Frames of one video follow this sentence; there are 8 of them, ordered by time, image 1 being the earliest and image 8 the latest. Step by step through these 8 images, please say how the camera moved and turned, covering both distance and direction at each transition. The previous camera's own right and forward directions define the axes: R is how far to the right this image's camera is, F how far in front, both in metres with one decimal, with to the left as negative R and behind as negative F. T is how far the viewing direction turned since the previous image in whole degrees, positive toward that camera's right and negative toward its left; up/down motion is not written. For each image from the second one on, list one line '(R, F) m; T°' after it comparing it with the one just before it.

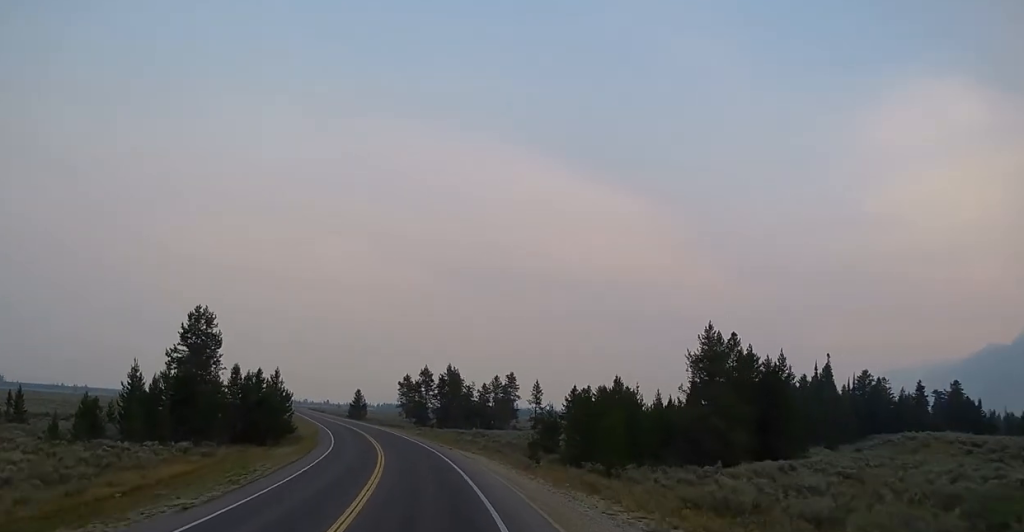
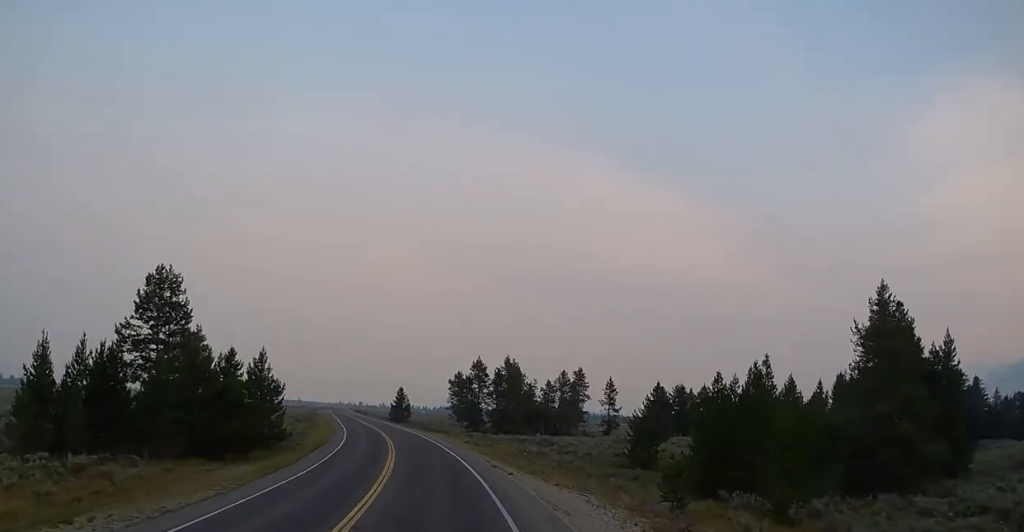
(-0.9, +19.8) m; -5°
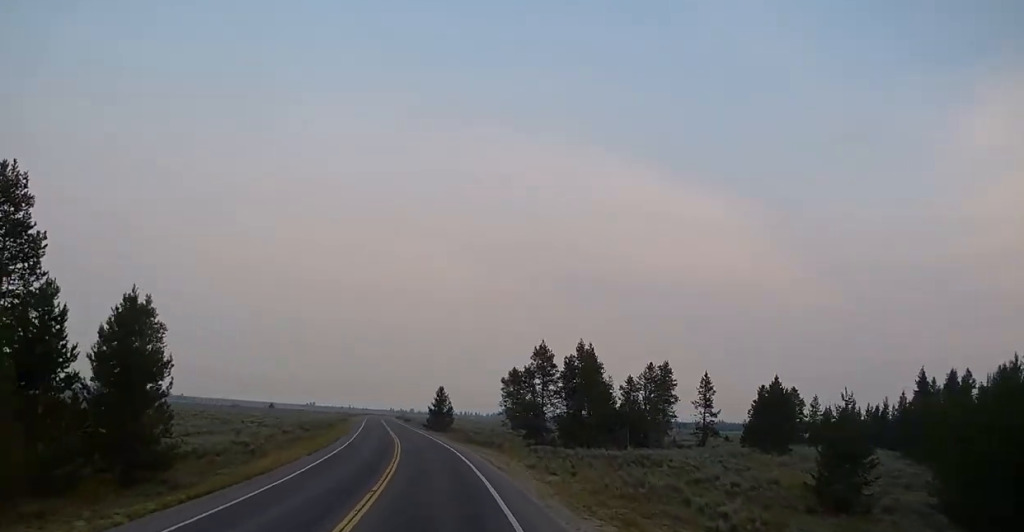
(-1.1, +25.4) m; -4°
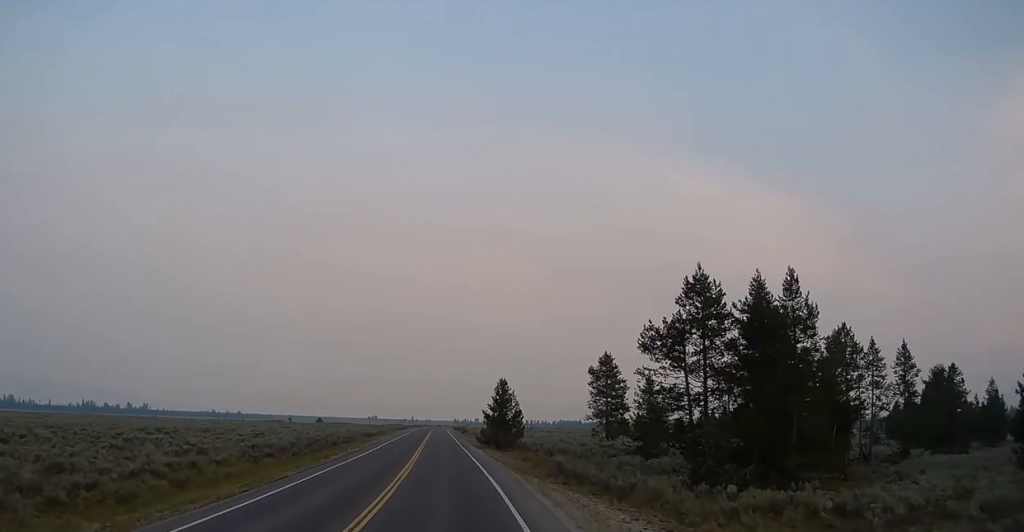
(-1.4, +33.1) m; -5°
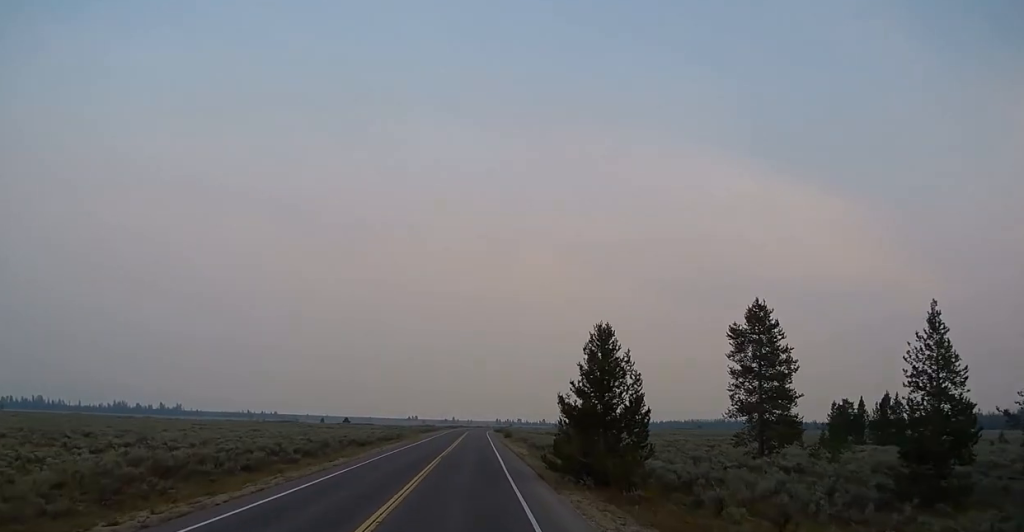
(-1.2, +33.1) m; -2°
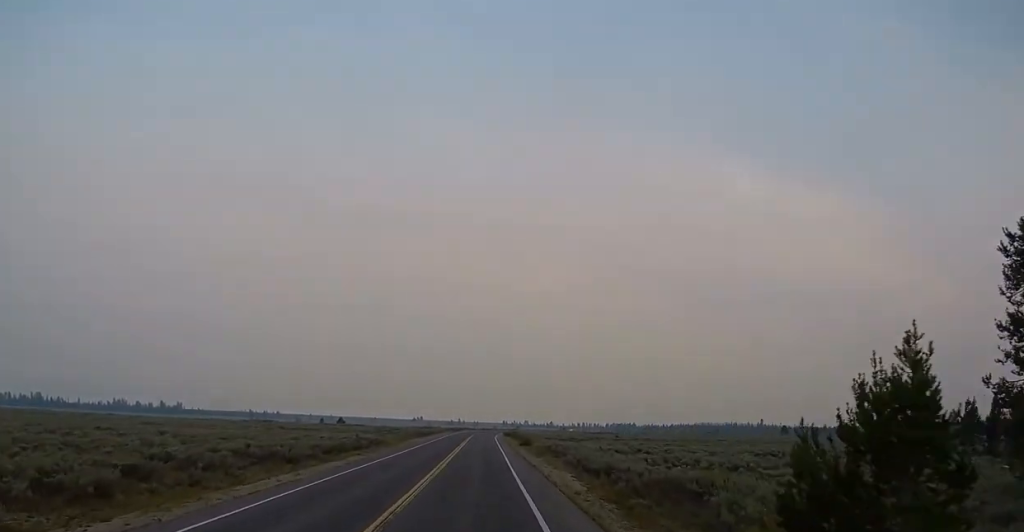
(0.0, +26.8) m; 0°
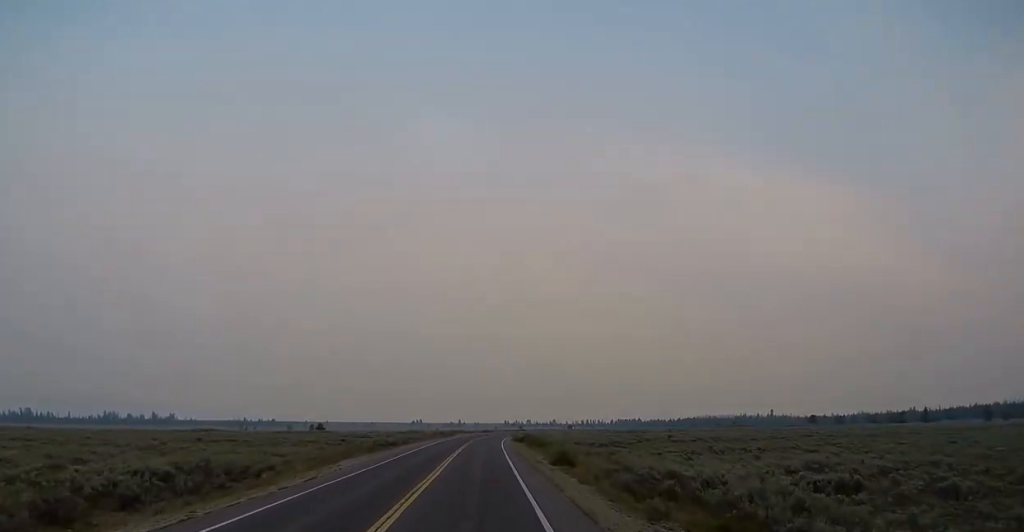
(-0.1, +37.2) m; 0°
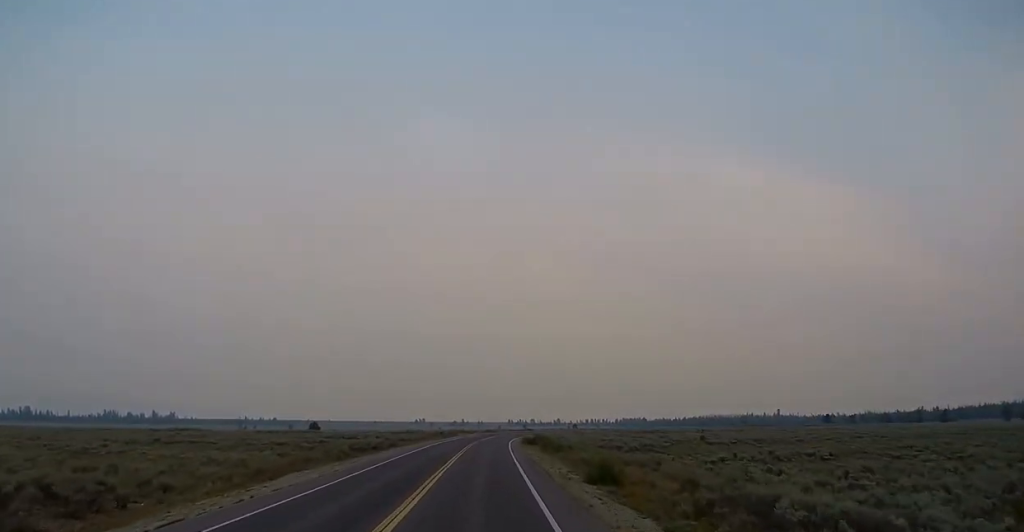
(+0.1, +12.5) m; -1°
